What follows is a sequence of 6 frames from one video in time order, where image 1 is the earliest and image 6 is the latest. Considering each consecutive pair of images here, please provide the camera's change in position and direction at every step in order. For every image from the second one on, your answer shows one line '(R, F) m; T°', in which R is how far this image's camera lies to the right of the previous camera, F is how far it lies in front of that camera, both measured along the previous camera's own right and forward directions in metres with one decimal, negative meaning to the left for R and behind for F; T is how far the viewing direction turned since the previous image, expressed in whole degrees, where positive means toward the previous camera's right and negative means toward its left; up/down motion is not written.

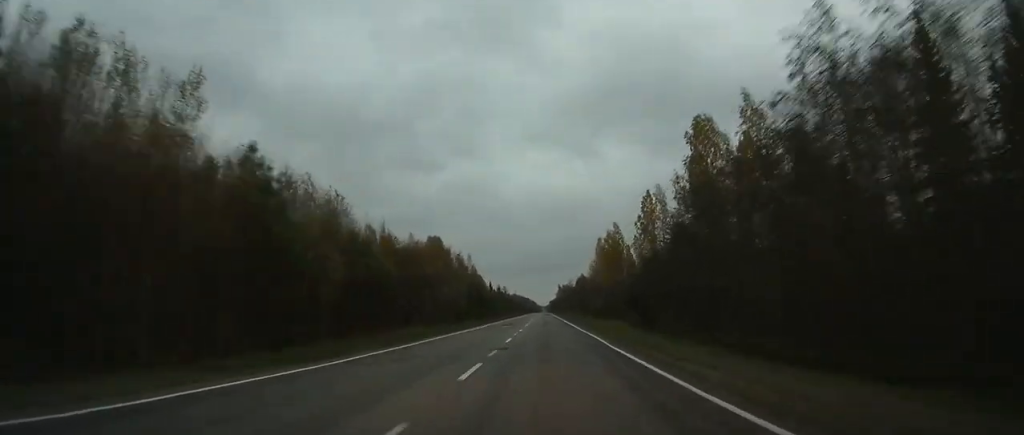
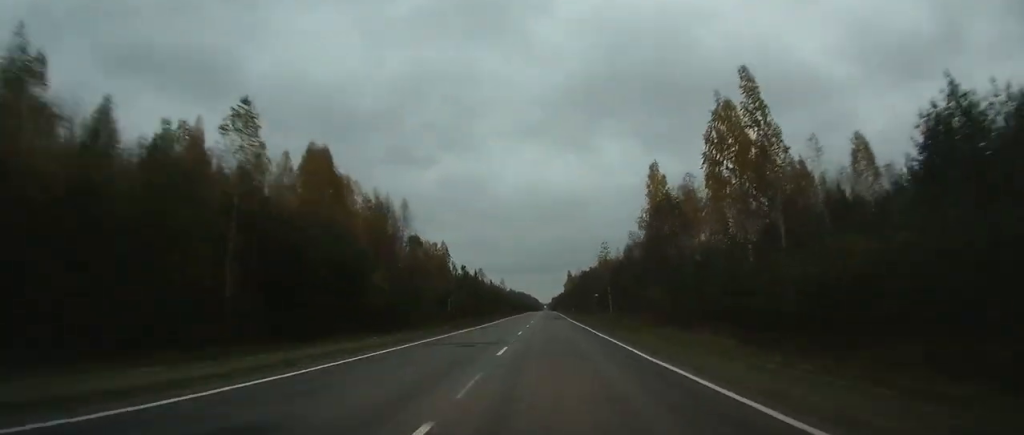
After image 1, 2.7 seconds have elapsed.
(-0.3, +83.3) m; 0°
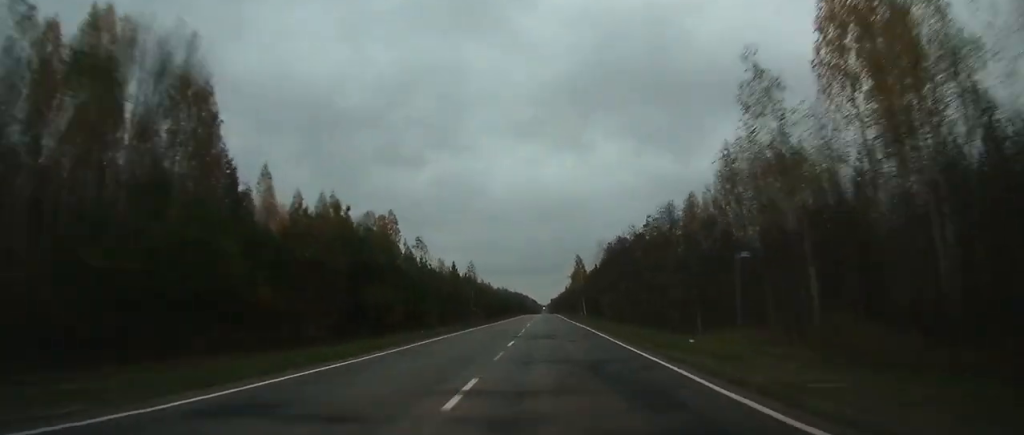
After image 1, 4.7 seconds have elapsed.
(0.0, +58.0) m; 0°
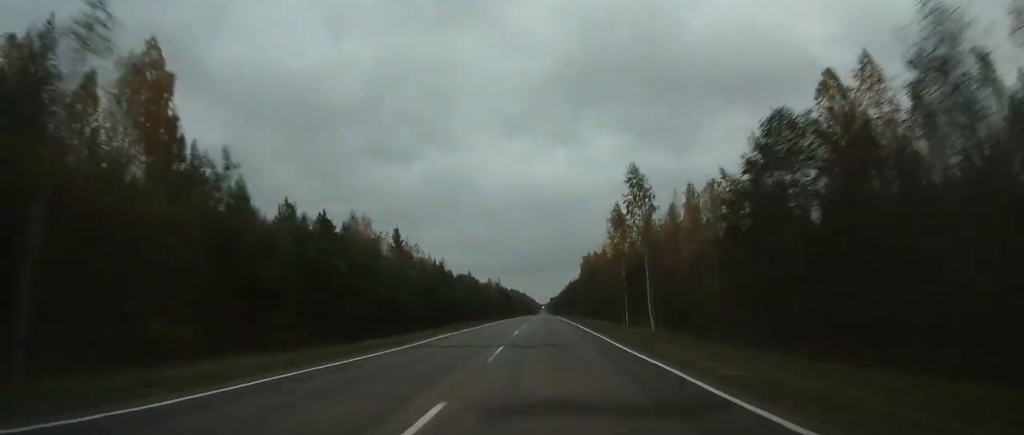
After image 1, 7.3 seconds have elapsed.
(-0.2, +74.1) m; 0°
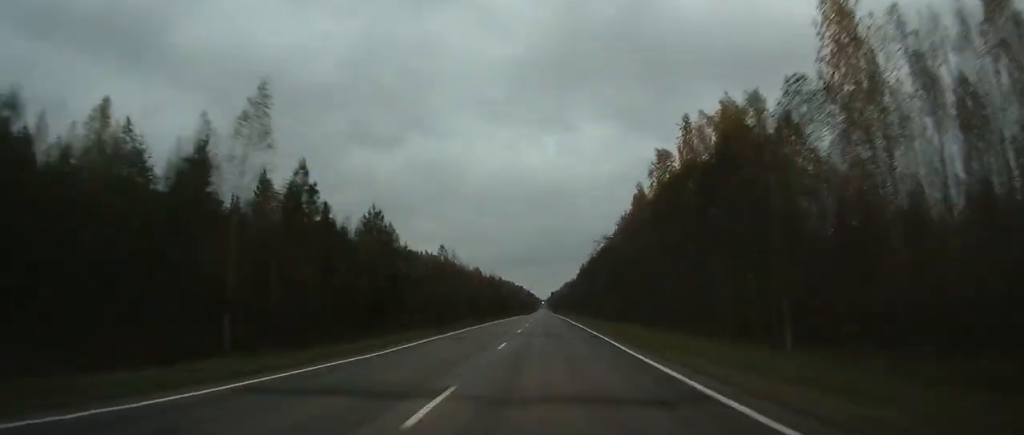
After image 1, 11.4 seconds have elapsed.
(+0.4, +117.4) m; +1°
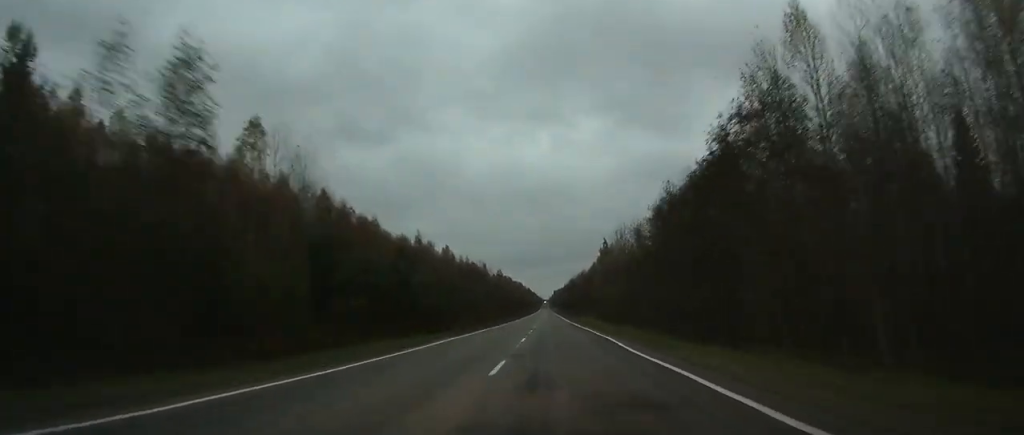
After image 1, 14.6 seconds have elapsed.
(-0.1, +95.0) m; 0°
